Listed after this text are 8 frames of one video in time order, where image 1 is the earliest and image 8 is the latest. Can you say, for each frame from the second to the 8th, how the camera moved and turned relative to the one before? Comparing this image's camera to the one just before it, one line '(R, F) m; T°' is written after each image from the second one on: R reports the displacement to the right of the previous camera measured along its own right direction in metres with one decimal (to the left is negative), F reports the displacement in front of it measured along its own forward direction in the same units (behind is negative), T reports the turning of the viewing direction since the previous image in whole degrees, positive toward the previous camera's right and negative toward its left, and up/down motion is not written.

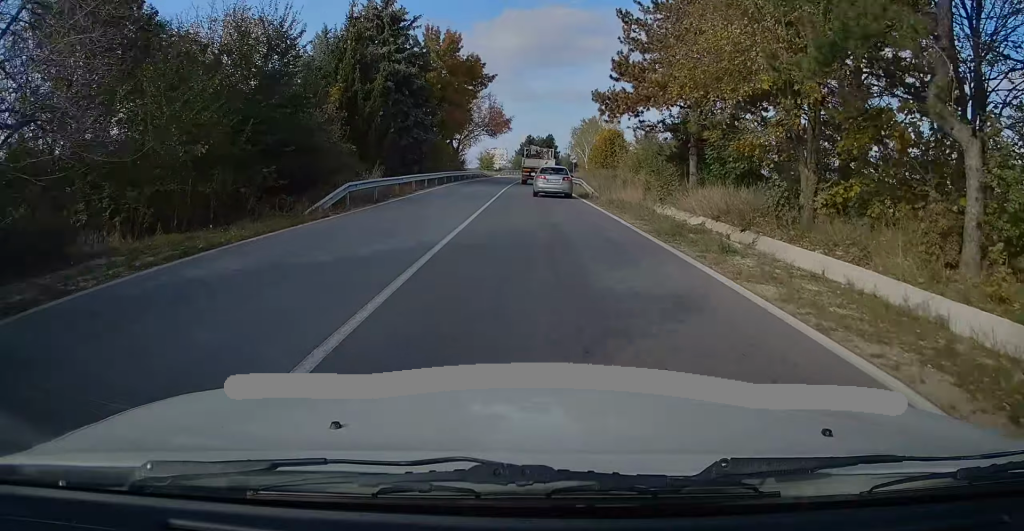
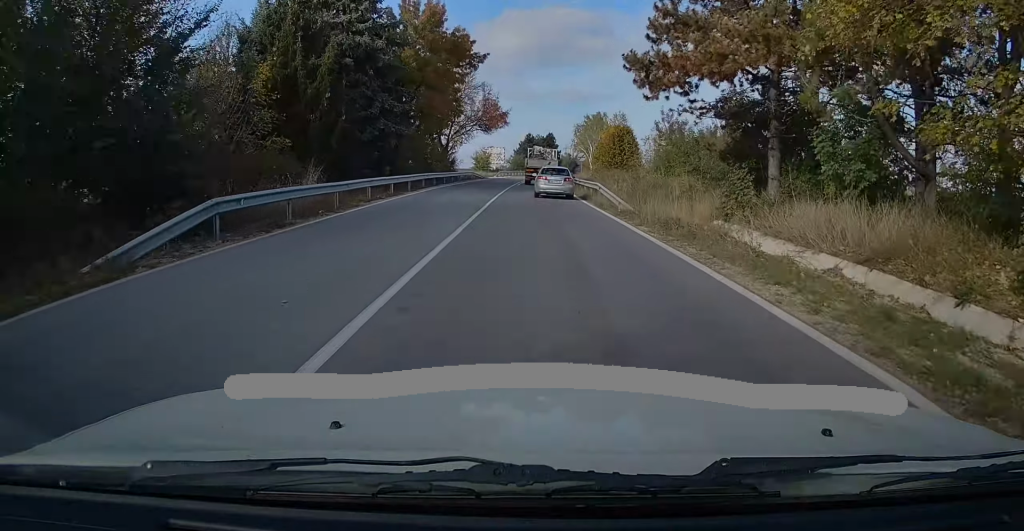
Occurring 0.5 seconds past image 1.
(0.0, +9.2) m; 0°
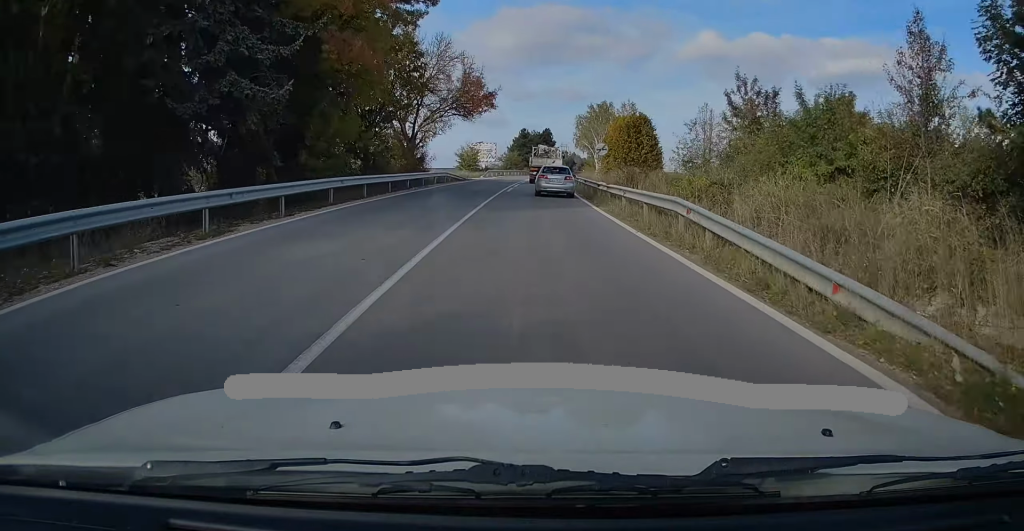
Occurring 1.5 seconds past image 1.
(+0.1, +16.2) m; +1°
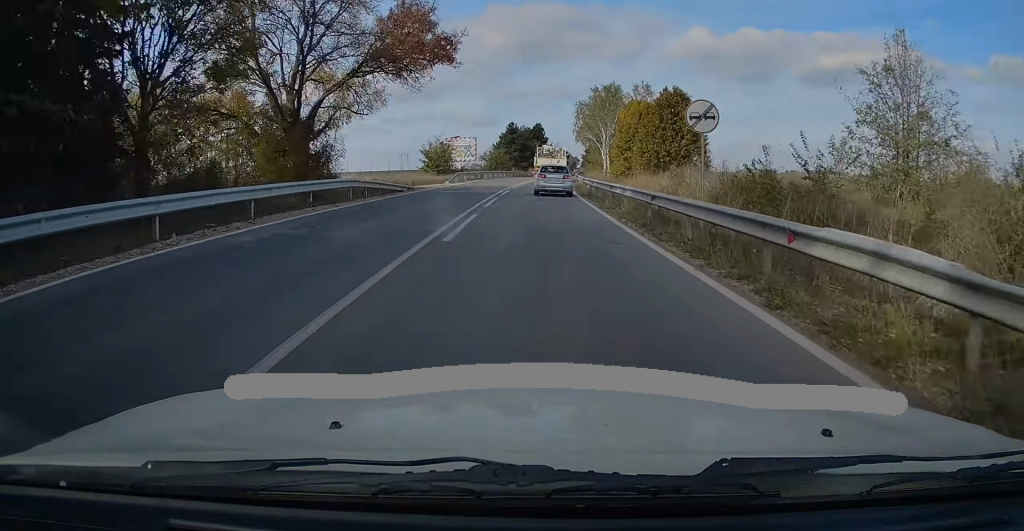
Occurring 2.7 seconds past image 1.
(+0.1, +21.3) m; +1°
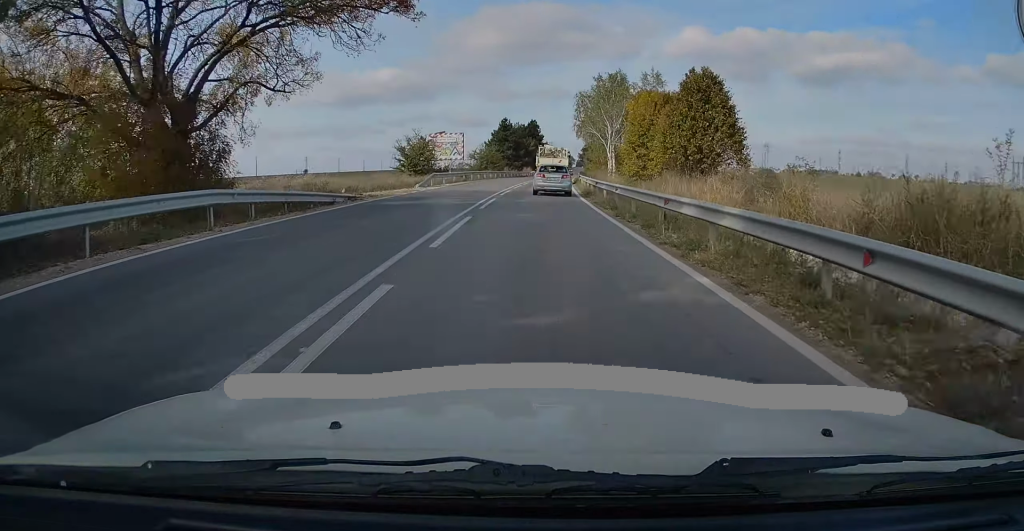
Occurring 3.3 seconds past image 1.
(0.0, +9.8) m; 0°
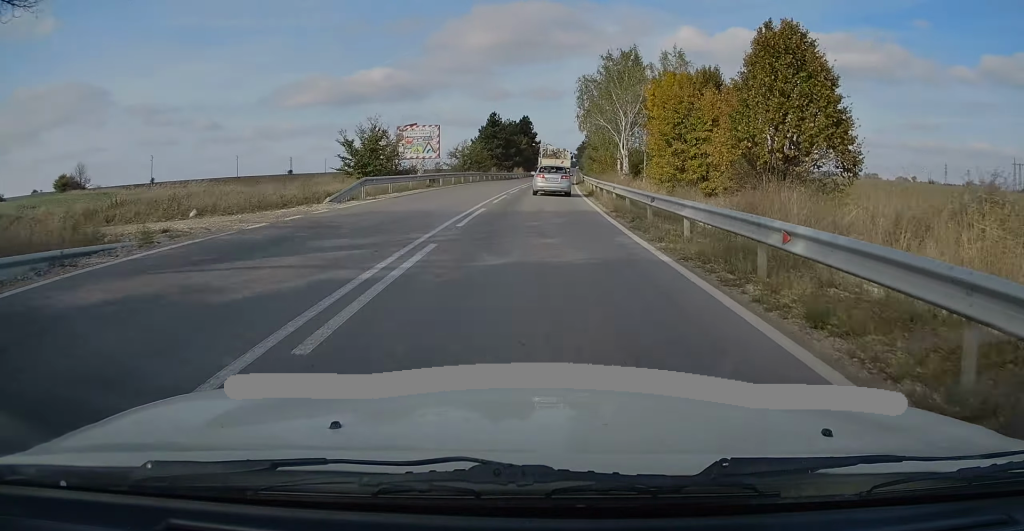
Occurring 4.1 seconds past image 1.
(+0.2, +14.6) m; +1°
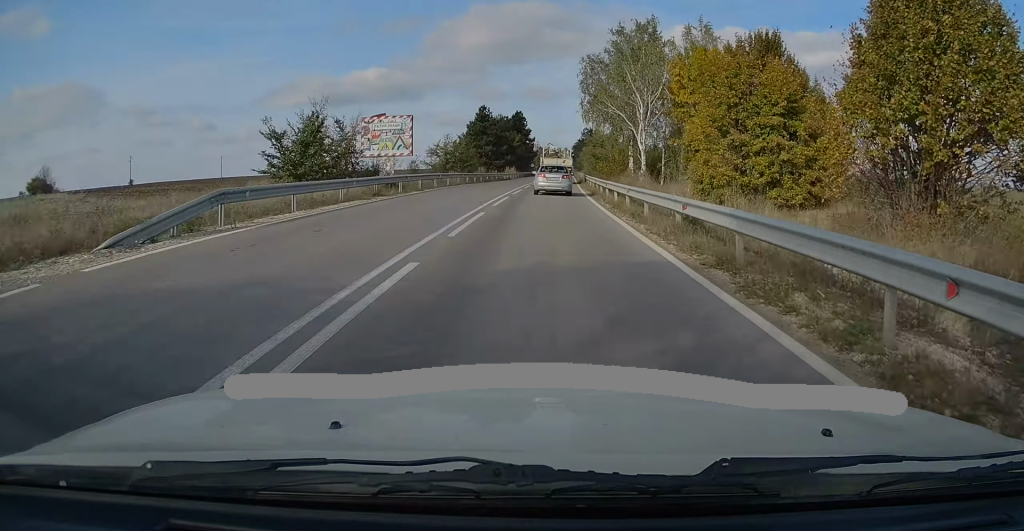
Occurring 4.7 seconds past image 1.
(+0.1, +11.0) m; +1°
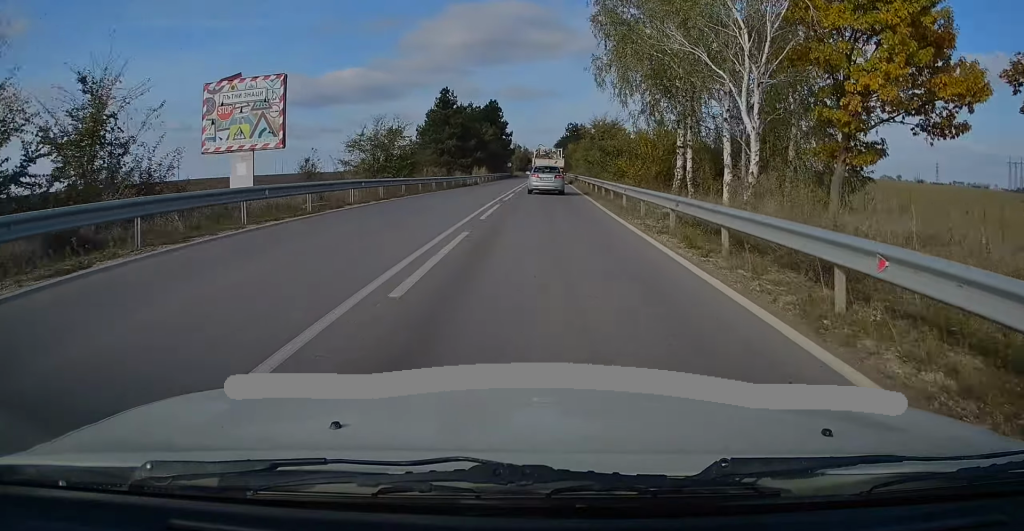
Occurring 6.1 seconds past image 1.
(+0.3, +23.0) m; +1°
